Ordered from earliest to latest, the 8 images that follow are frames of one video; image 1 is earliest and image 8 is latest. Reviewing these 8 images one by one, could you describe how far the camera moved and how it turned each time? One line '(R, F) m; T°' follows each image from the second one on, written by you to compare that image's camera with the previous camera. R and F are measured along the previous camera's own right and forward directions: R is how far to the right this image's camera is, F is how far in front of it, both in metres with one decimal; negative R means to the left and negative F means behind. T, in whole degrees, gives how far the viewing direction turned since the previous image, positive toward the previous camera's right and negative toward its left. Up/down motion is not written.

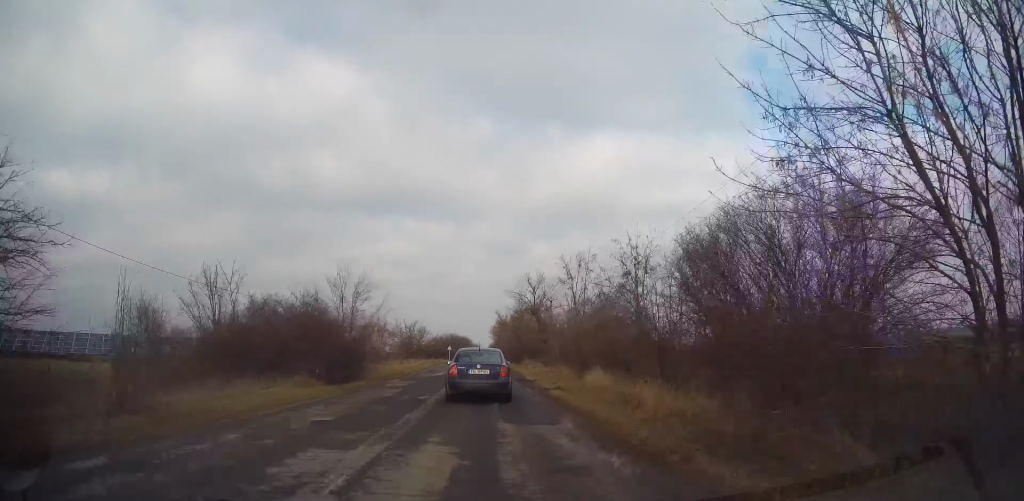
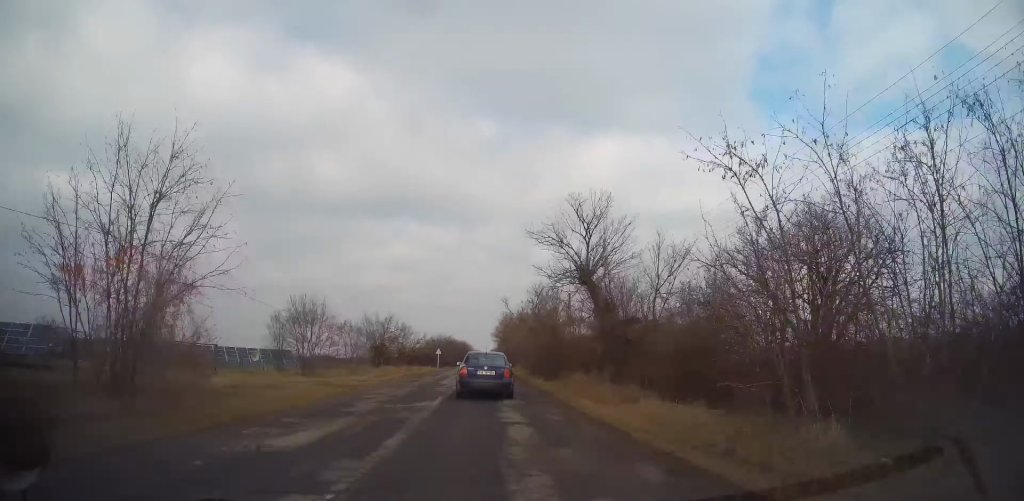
(0.0, +24.1) m; 0°
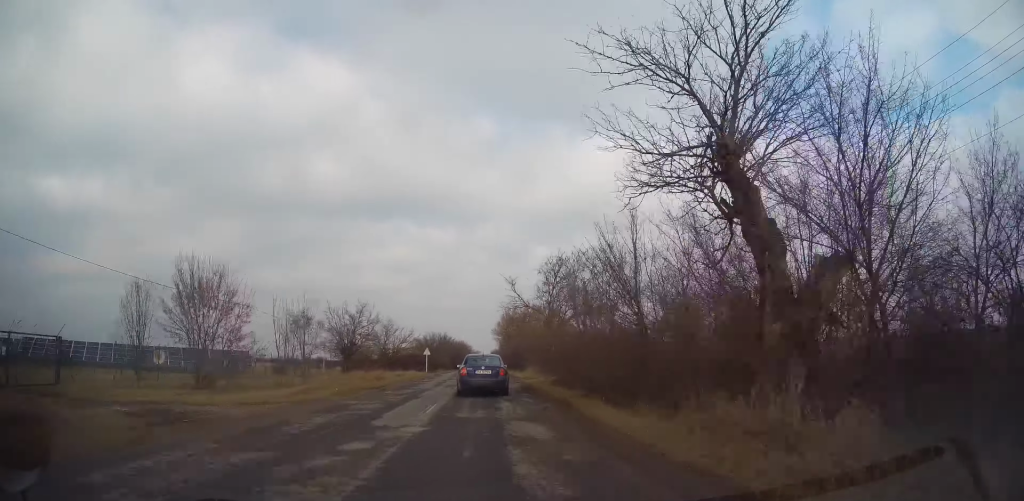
(0.0, +14.8) m; 0°
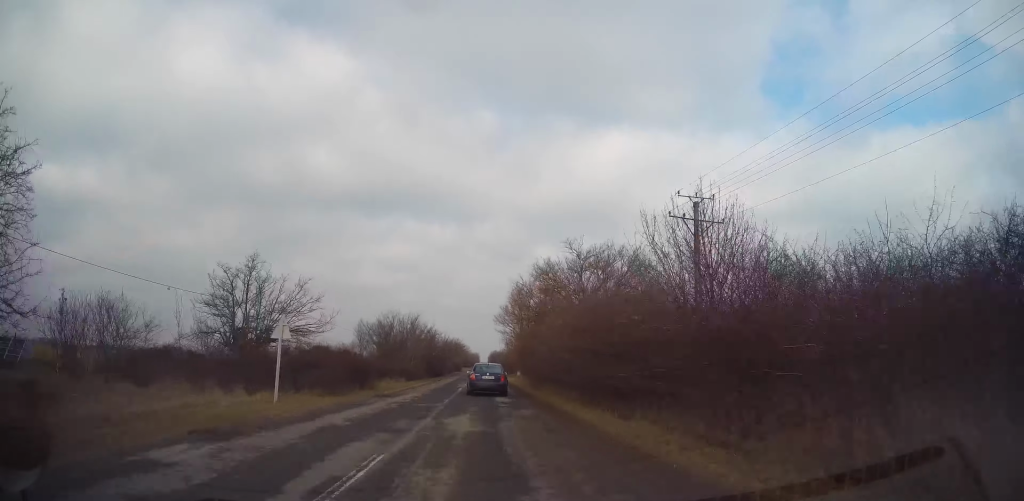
(+0.2, +41.9) m; -1°
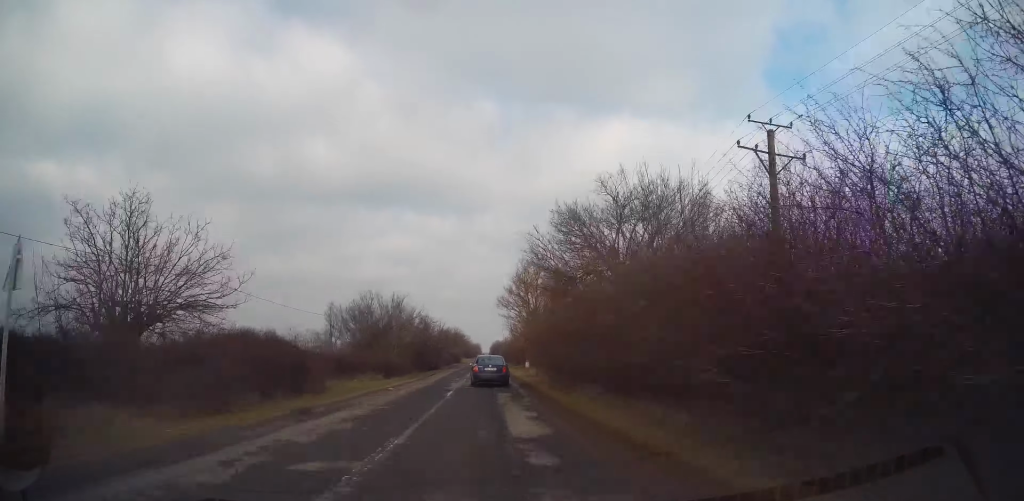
(-0.1, +10.7) m; 0°
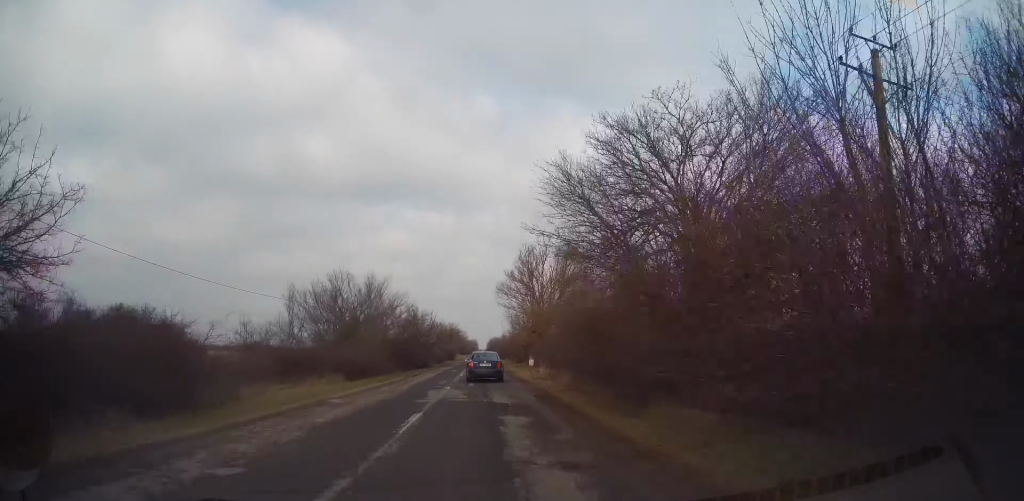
(+0.1, +8.6) m; +1°
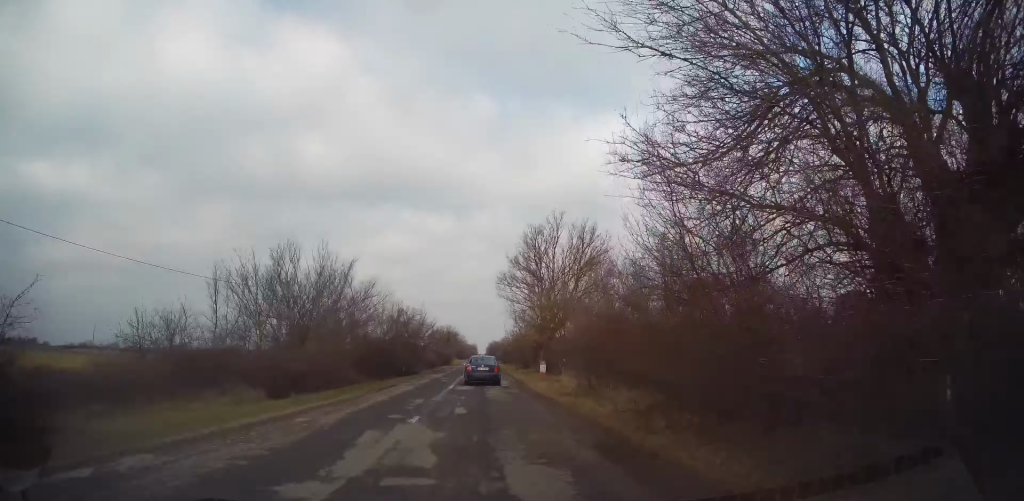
(0.0, +9.8) m; +1°
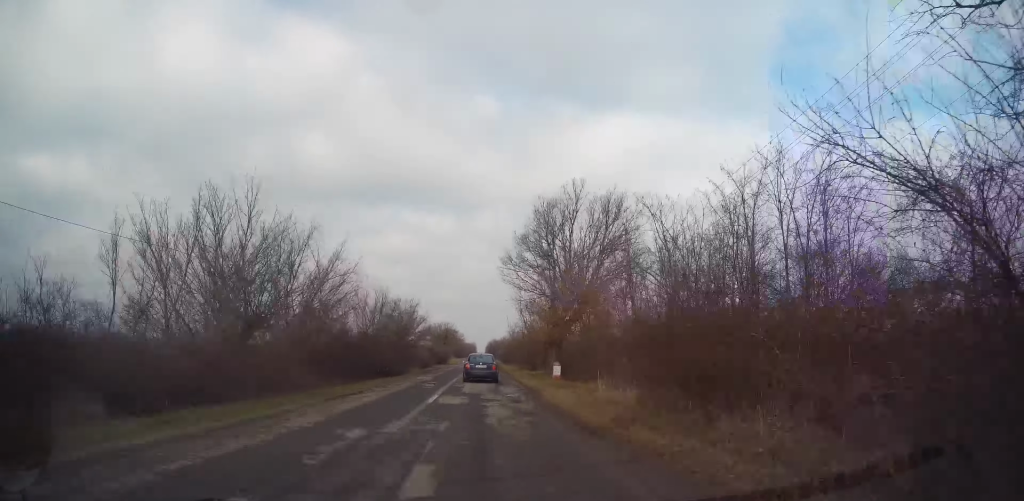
(-0.1, +7.7) m; +1°
